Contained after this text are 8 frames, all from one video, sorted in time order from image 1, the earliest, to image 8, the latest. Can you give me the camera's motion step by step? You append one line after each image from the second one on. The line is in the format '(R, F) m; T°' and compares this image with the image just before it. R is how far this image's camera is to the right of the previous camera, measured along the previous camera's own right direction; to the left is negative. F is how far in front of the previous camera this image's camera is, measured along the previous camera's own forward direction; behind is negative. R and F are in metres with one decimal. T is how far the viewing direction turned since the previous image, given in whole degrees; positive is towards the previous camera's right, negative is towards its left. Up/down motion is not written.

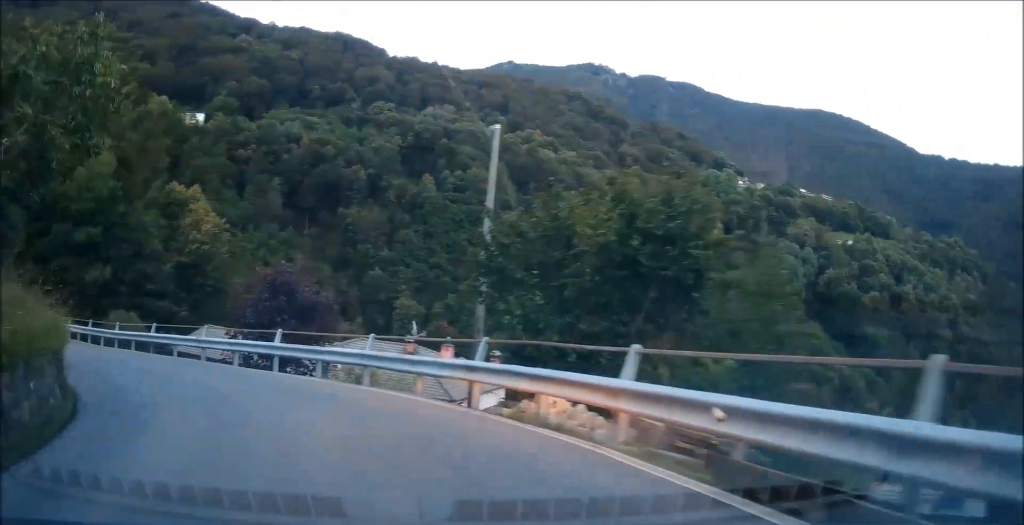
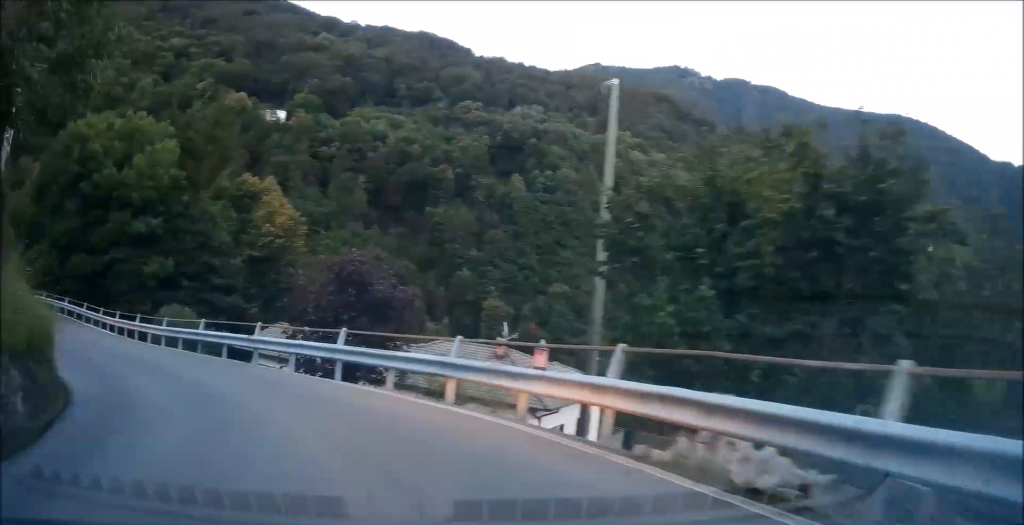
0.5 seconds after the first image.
(-0.1, +3.2) m; -2°
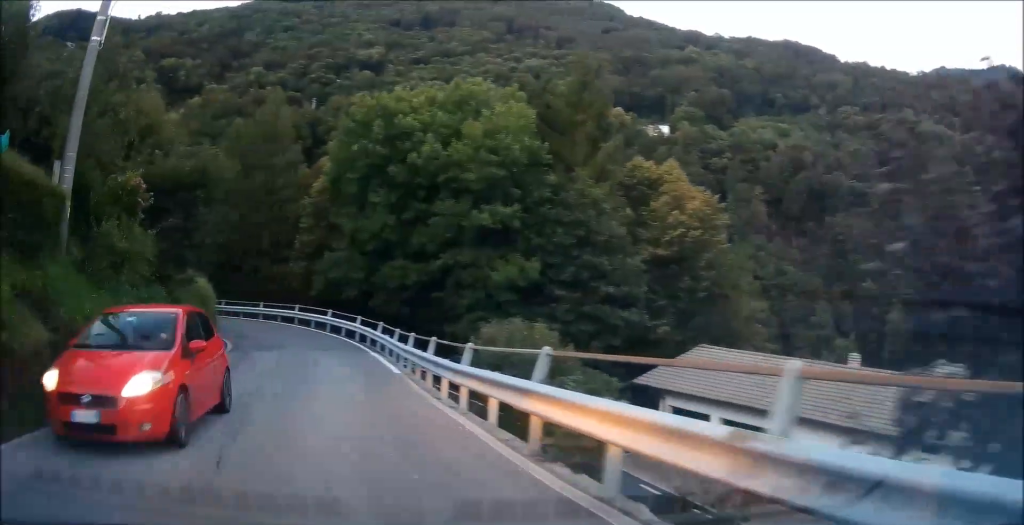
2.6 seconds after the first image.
(-1.6, +13.8) m; -18°
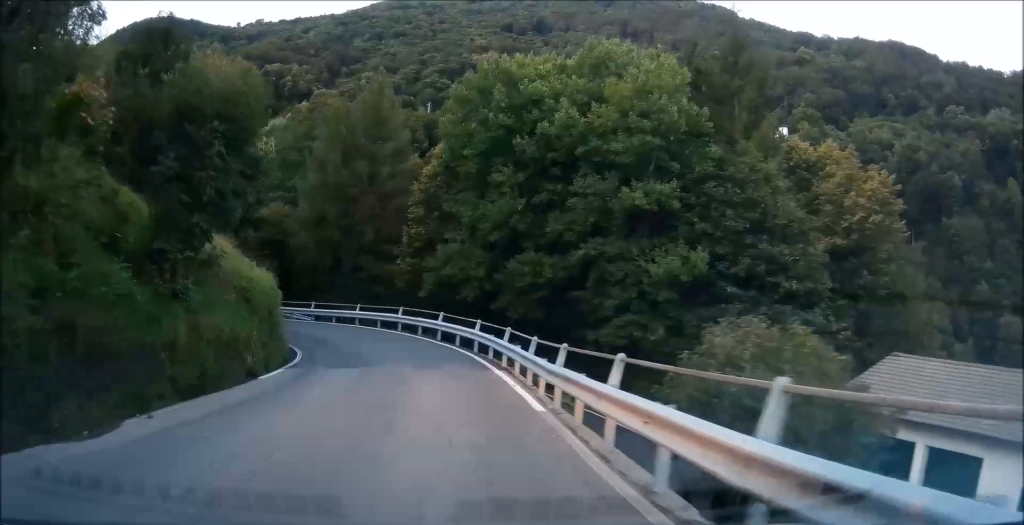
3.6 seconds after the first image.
(-0.7, +6.5) m; -14°
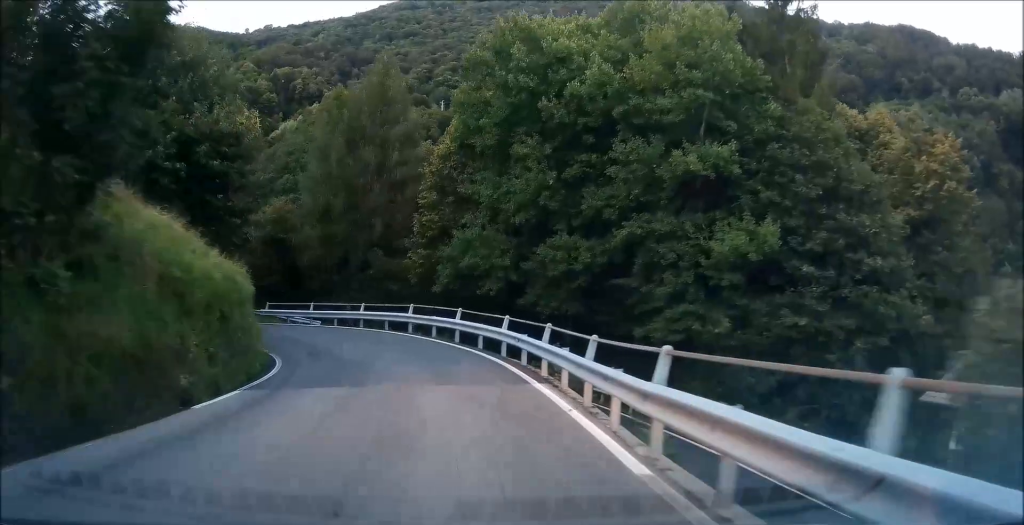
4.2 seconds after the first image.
(0.0, +4.2) m; -11°
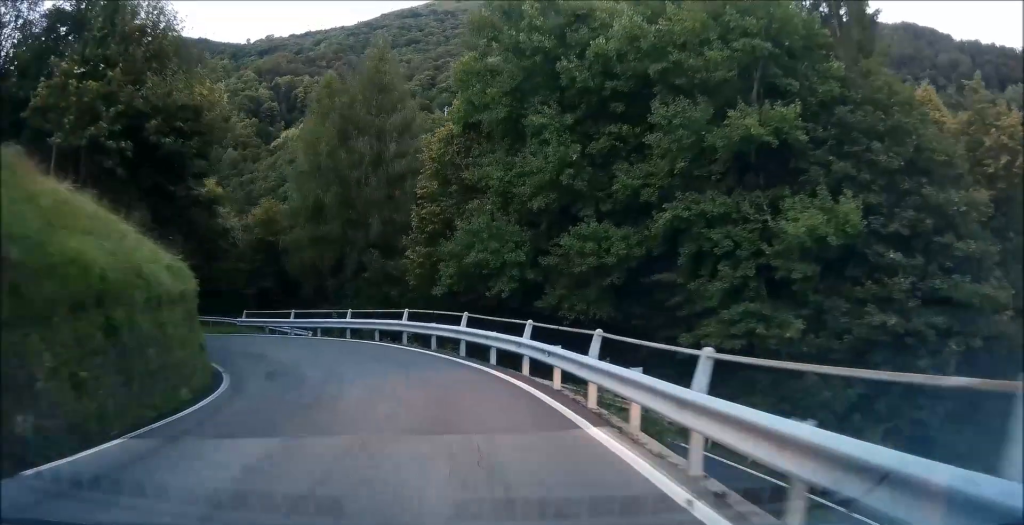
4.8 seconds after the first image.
(-0.7, +4.2) m; -9°
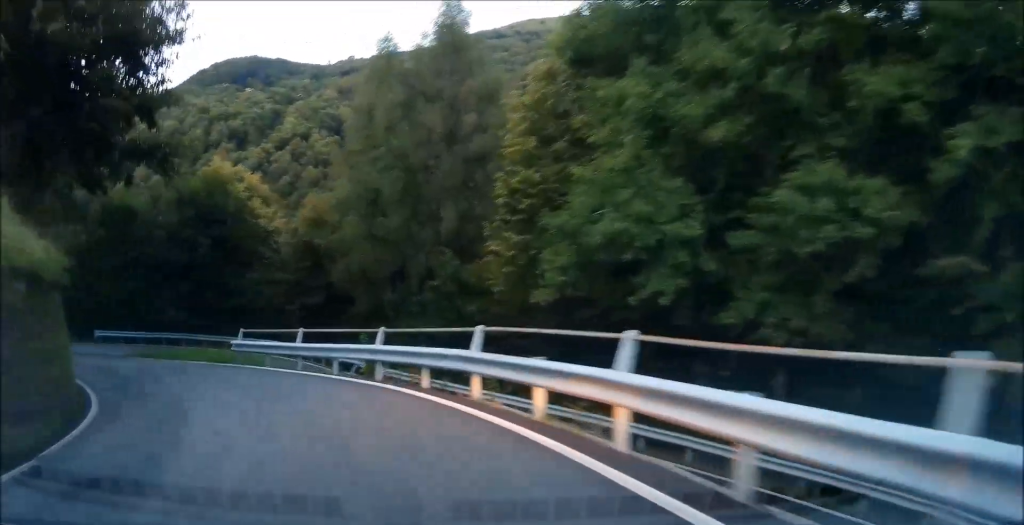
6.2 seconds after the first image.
(-1.4, +9.7) m; -11°
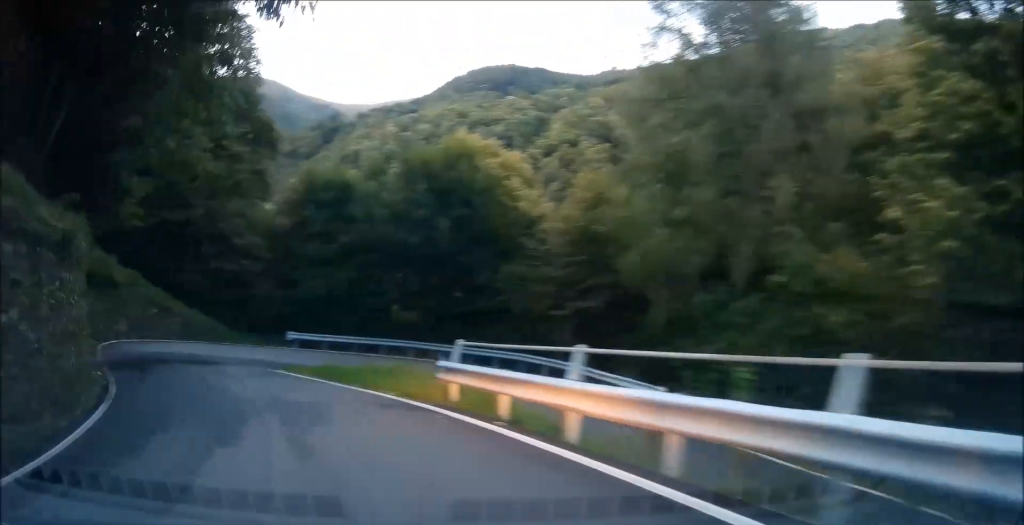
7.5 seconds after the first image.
(-0.8, +8.9) m; -19°
